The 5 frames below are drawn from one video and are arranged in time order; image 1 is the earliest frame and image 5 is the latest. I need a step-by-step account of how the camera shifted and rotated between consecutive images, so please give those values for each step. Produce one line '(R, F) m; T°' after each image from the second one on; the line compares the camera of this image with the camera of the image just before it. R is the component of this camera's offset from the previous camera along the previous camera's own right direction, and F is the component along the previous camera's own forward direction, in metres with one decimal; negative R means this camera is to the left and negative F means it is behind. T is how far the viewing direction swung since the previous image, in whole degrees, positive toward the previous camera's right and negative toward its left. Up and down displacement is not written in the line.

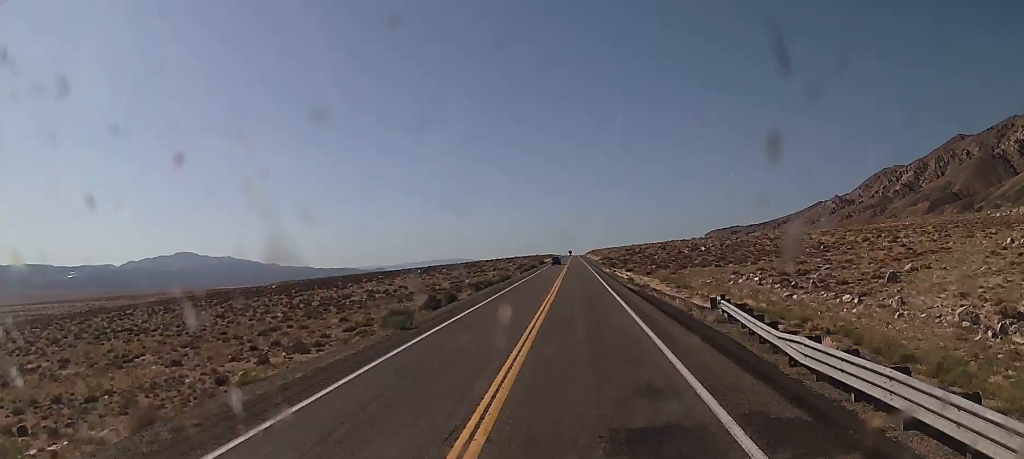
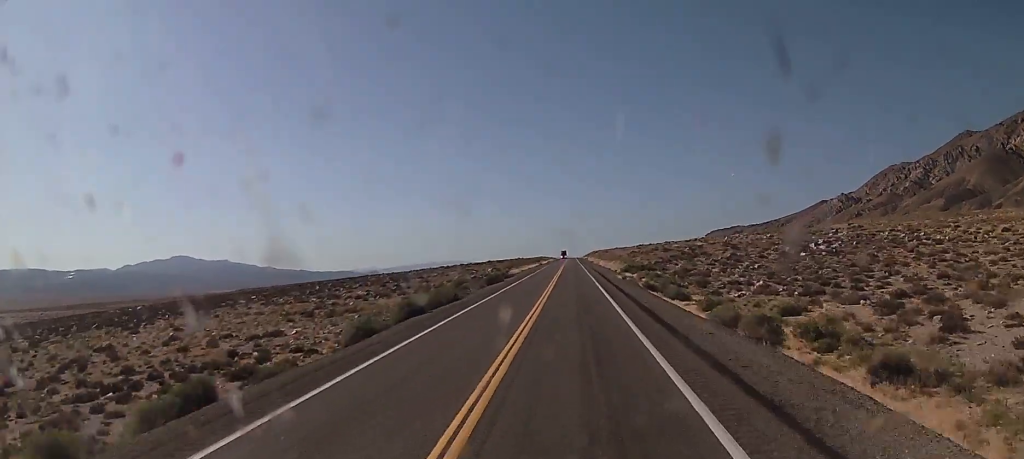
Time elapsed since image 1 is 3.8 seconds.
(-0.3, +100.3) m; 0°
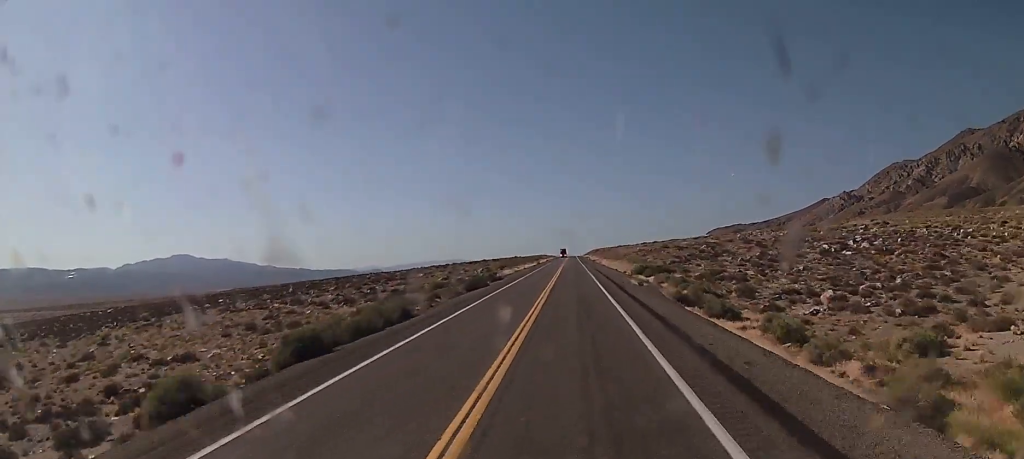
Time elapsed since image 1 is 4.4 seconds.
(0.0, +15.8) m; 0°
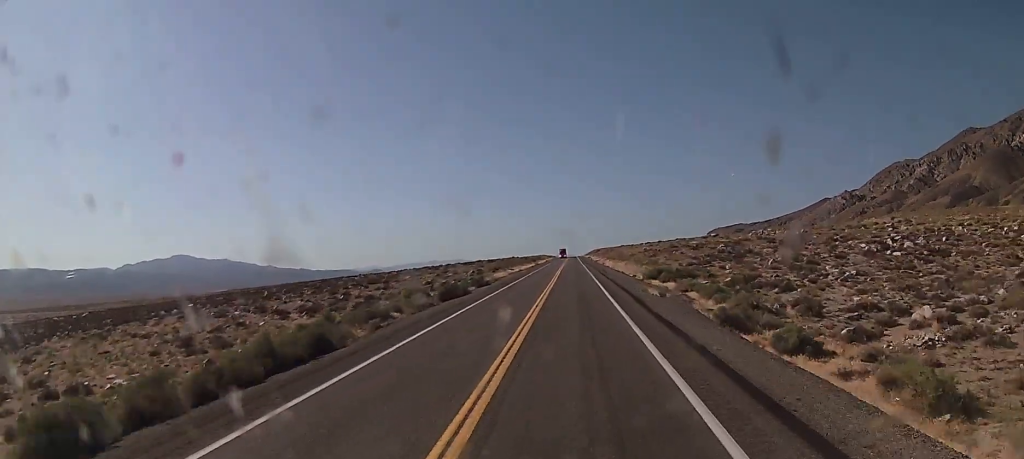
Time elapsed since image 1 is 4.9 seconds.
(0.0, +12.3) m; 0°
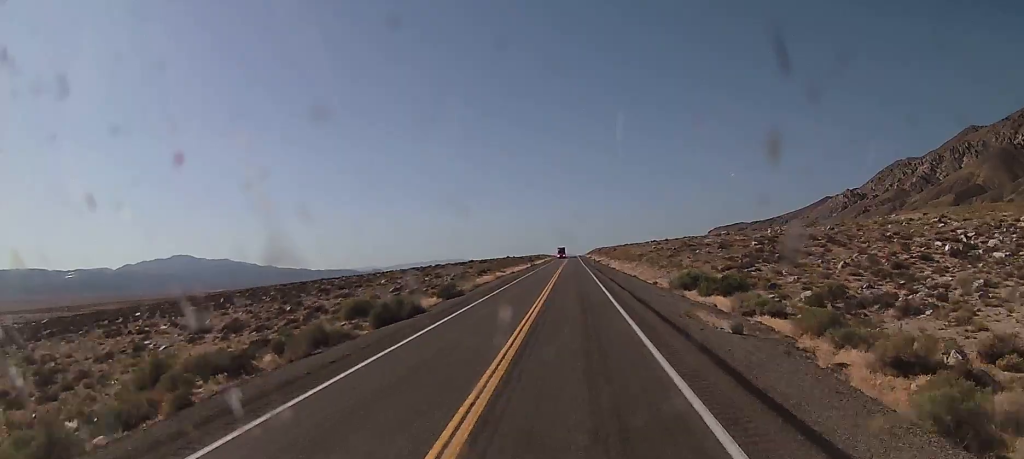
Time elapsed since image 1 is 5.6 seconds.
(0.0, +17.6) m; 0°
